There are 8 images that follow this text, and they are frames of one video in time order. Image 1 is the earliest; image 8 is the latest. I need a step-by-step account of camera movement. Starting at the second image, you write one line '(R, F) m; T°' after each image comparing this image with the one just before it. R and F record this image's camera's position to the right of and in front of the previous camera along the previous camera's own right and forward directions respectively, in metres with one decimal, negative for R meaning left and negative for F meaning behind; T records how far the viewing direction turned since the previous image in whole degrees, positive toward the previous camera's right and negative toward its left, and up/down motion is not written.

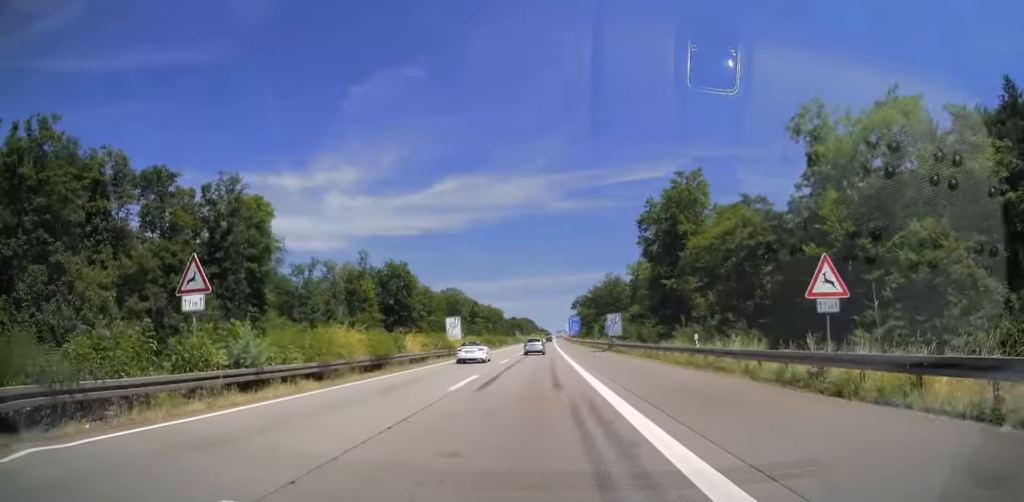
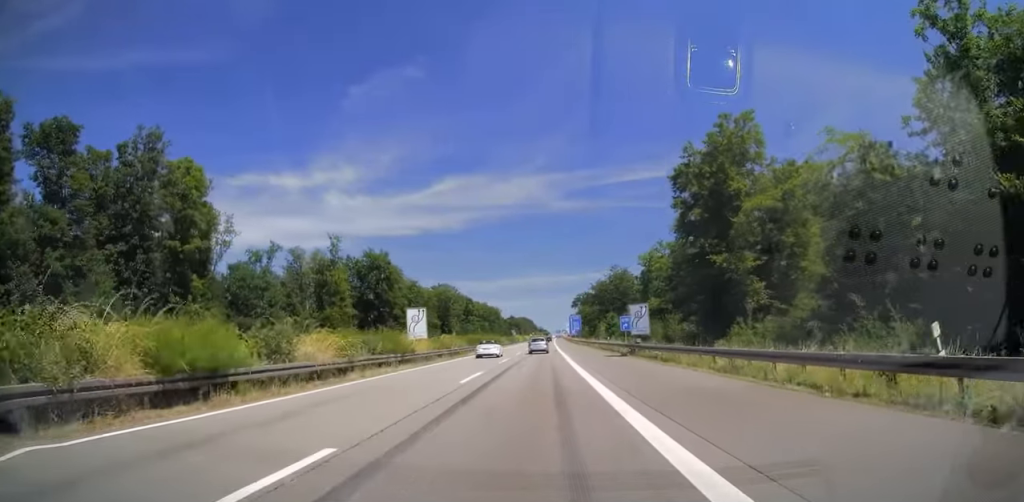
(+0.2, +15.1) m; 0°
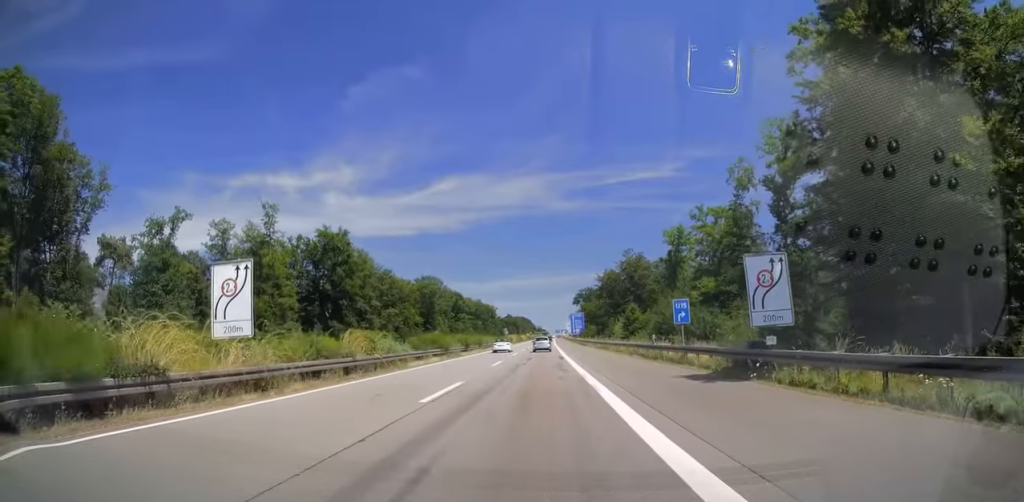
(-0.2, +23.6) m; -1°
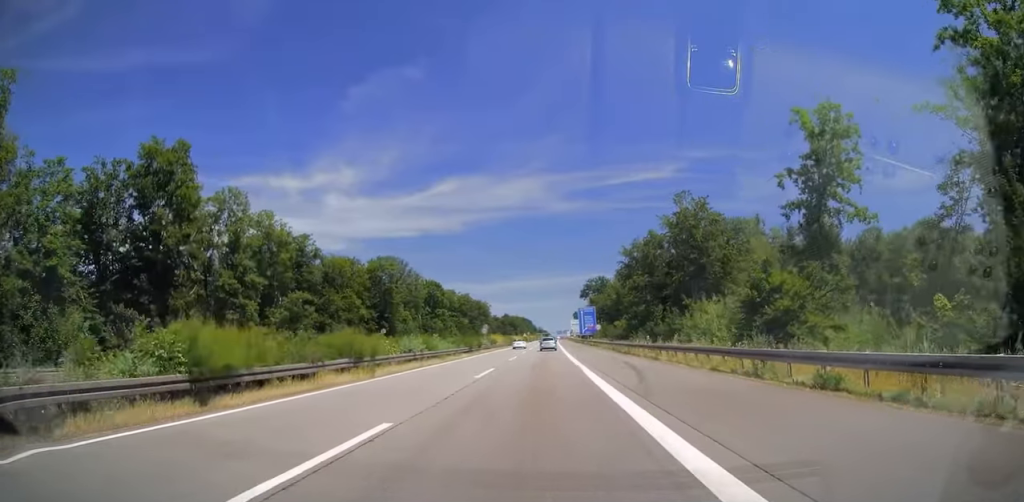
(-0.1, +45.0) m; 0°
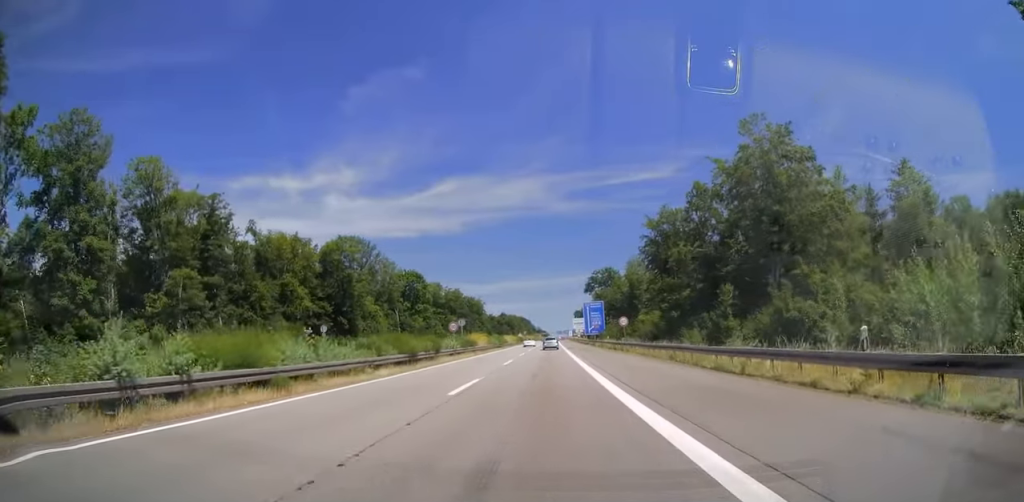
(0.0, +24.4) m; +1°
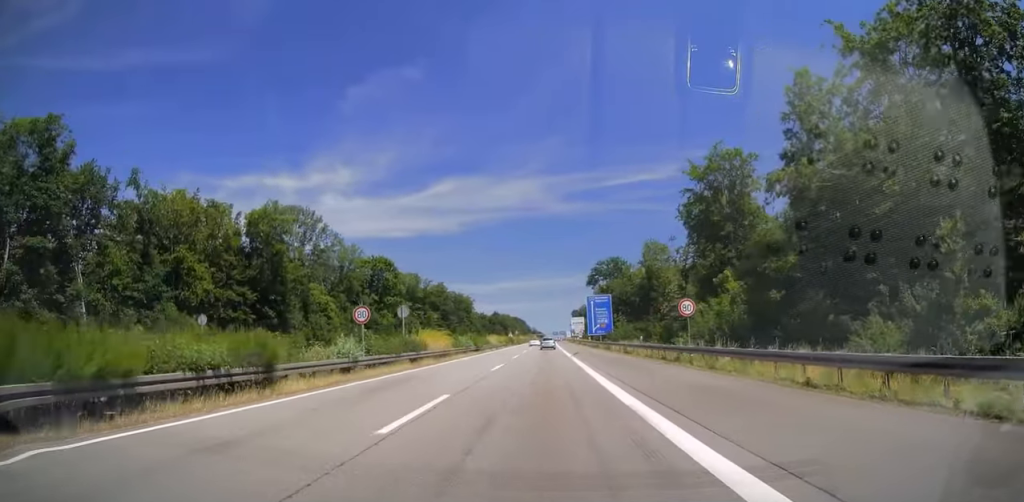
(+0.3, +23.9) m; 0°
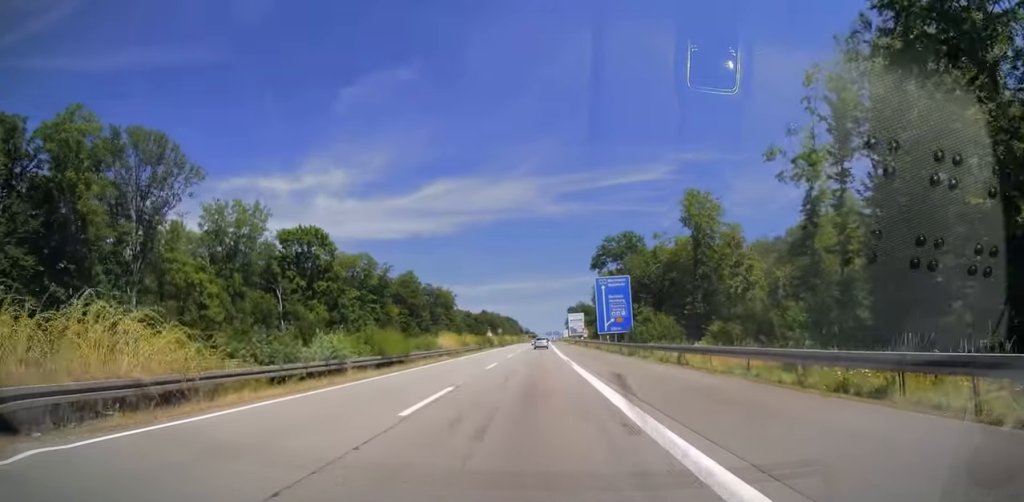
(-0.2, +33.3) m; 0°
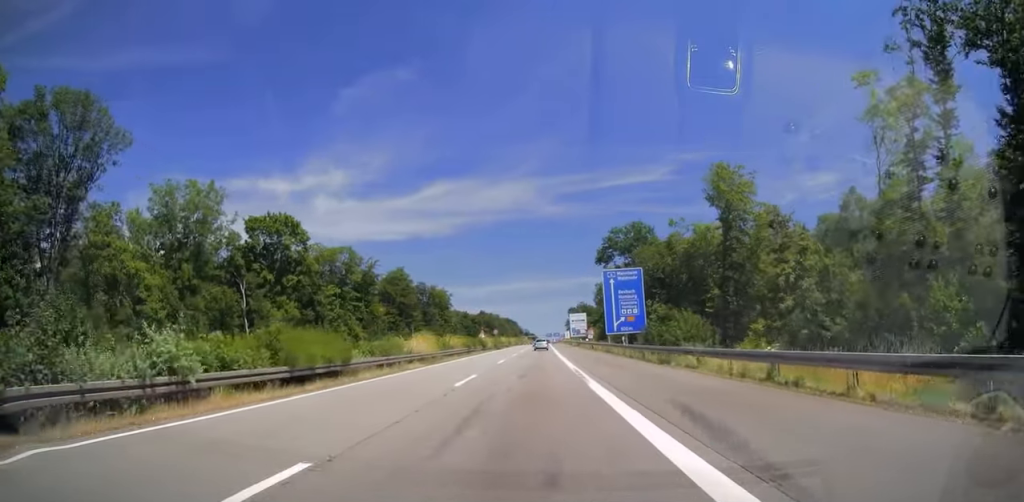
(+0.2, +10.4) m; 0°
